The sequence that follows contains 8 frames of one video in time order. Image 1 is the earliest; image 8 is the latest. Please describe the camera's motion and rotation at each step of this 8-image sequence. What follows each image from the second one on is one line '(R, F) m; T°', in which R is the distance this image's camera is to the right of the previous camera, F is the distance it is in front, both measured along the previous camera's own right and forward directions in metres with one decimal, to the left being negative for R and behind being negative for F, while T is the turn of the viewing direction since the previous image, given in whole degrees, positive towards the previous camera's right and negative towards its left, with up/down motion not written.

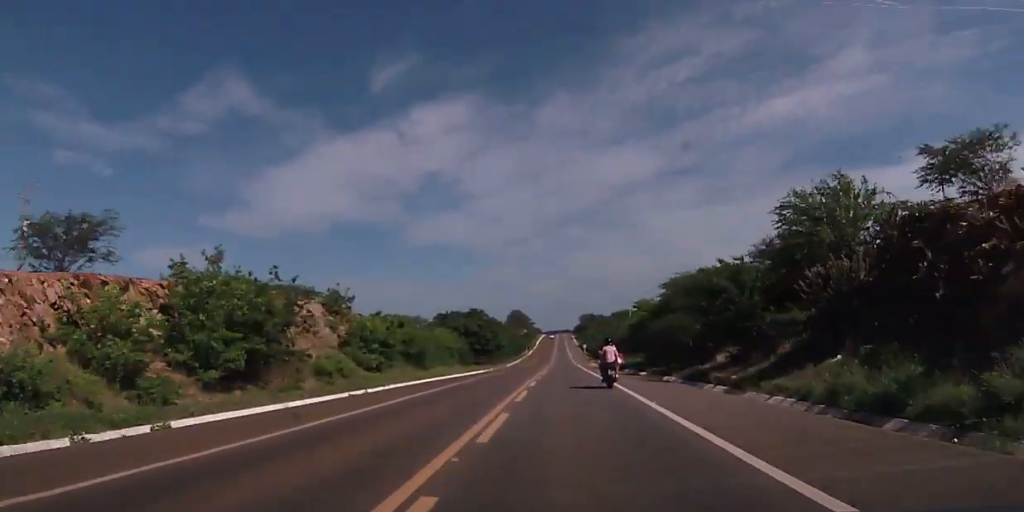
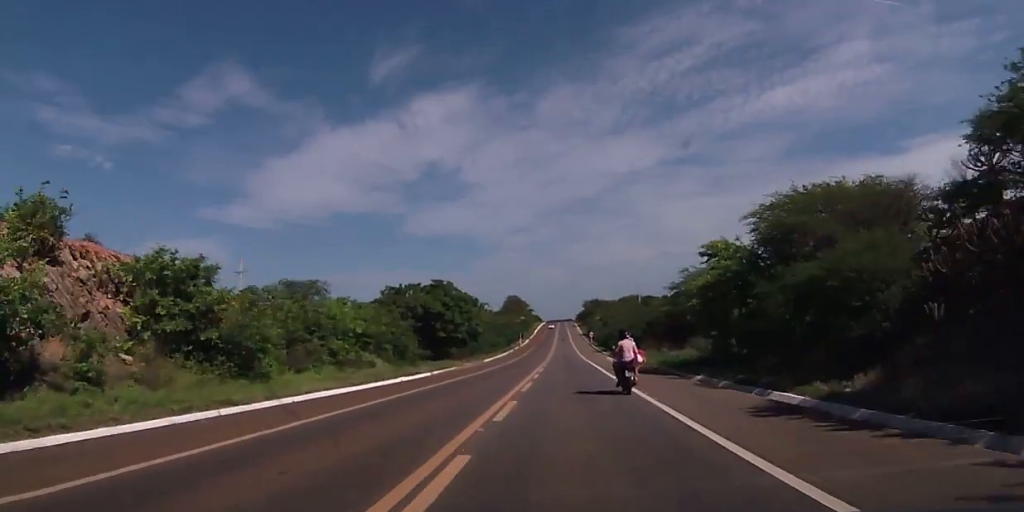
(-0.3, +30.4) m; 0°
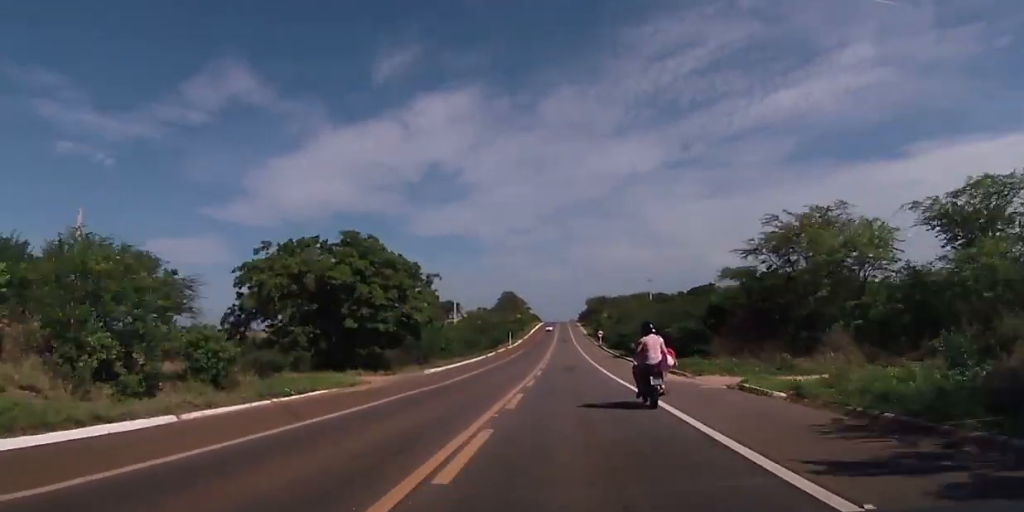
(+0.3, +30.2) m; +1°
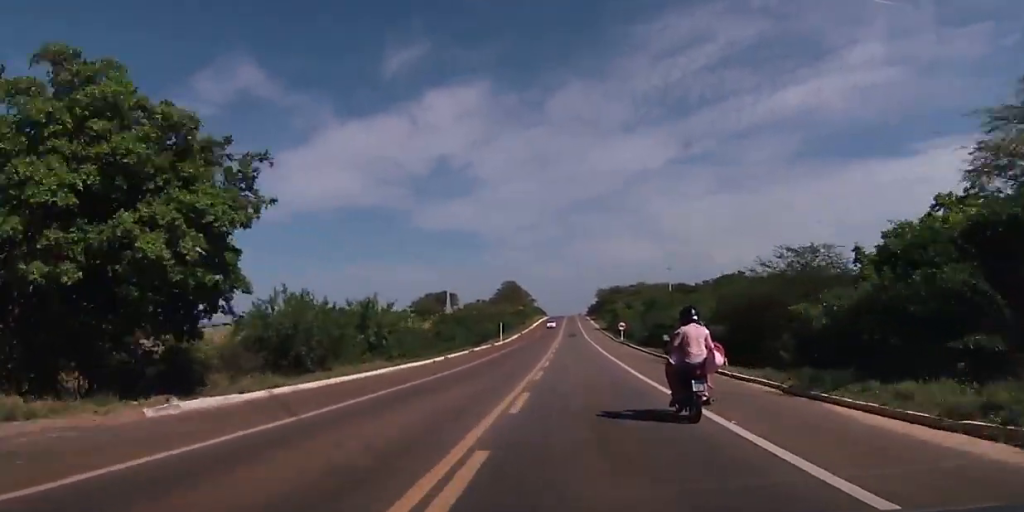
(0.0, +27.9) m; 0°
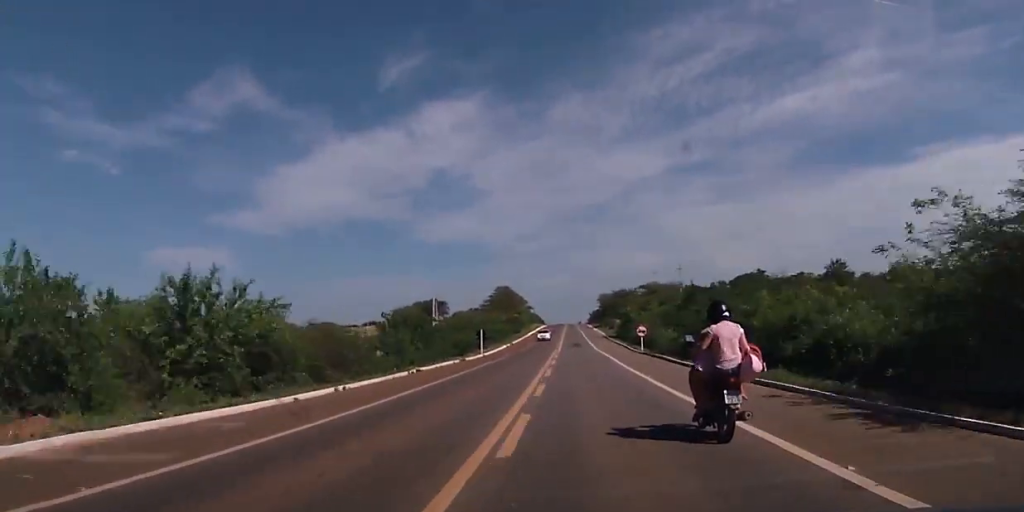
(-0.1, +20.9) m; -1°
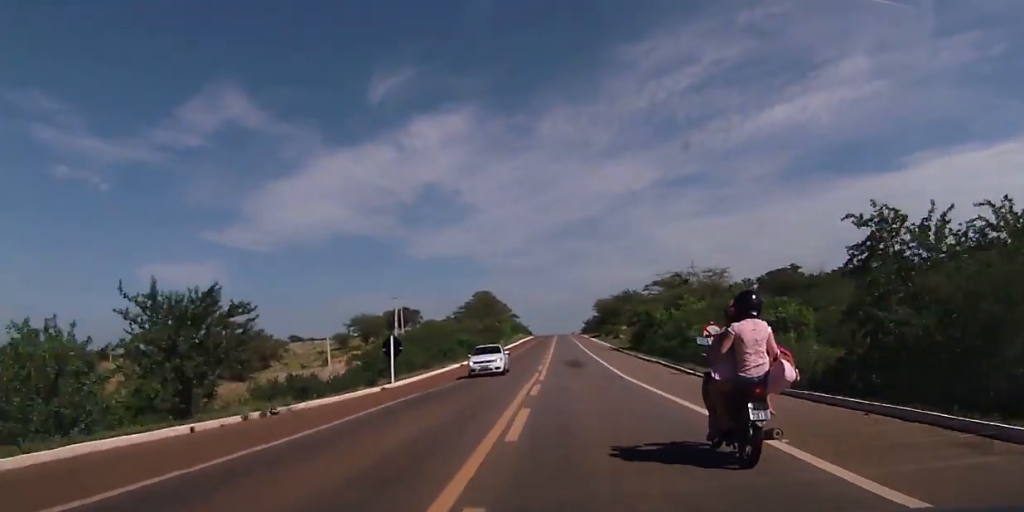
(-0.2, +32.6) m; +1°
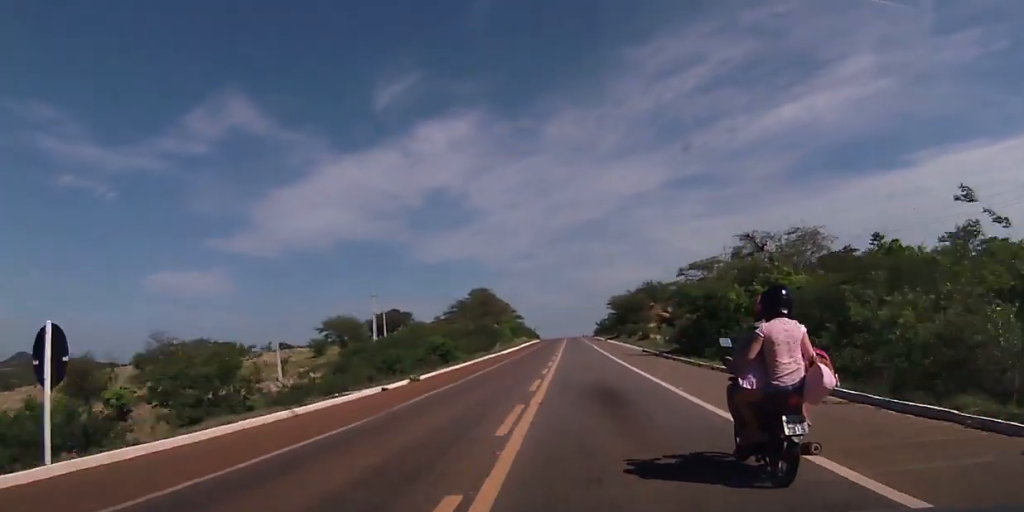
(+0.5, +24.4) m; -1°
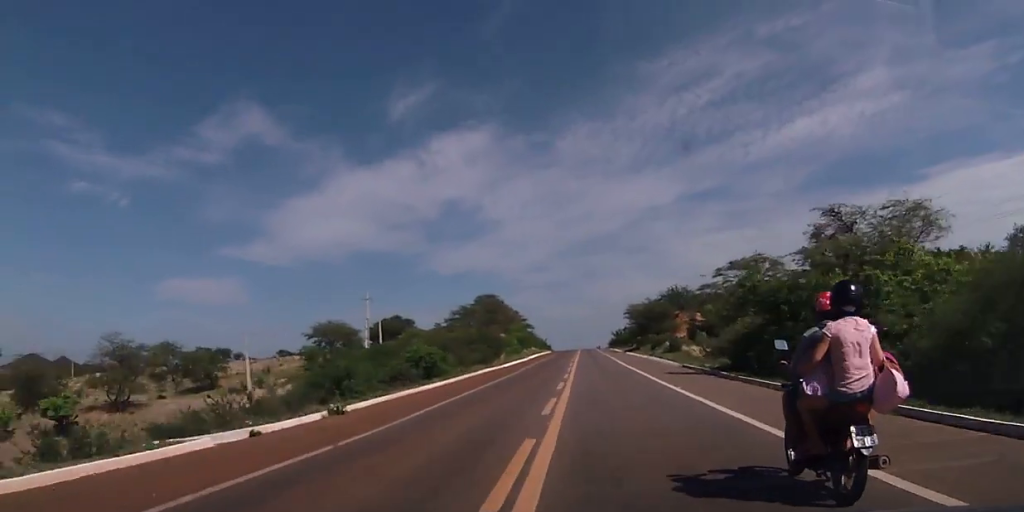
(-0.4, +12.2) m; 0°
